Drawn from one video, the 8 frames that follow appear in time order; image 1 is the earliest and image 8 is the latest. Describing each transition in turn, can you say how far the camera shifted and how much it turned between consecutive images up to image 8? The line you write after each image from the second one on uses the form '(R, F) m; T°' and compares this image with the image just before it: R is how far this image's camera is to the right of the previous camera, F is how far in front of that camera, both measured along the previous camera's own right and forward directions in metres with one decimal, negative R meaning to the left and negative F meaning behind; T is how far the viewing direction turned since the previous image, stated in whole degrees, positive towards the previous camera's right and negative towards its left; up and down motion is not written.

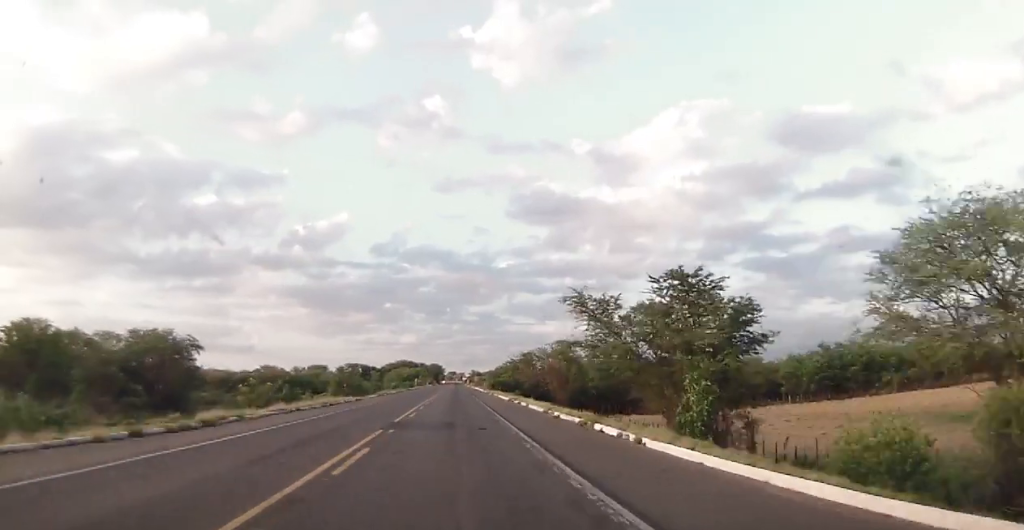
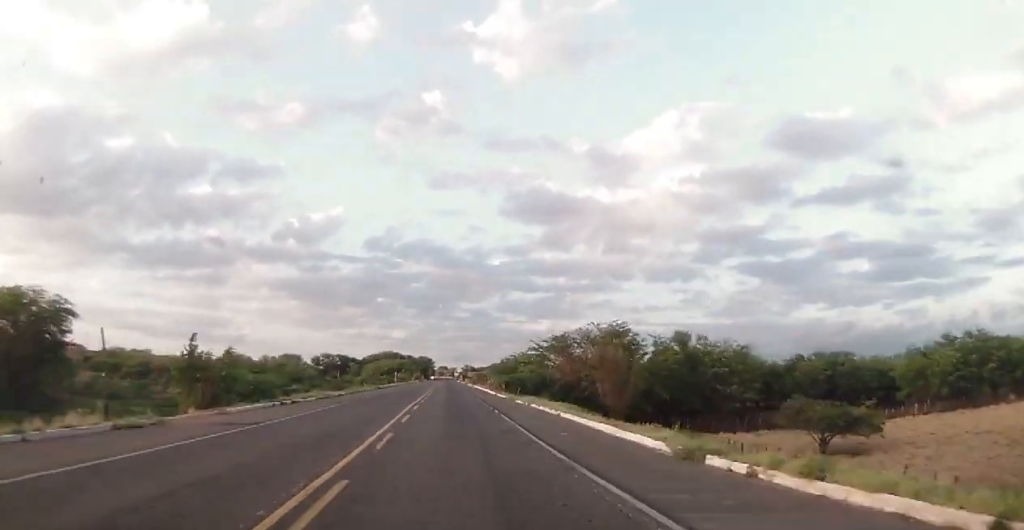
(+0.7, +43.1) m; +1°
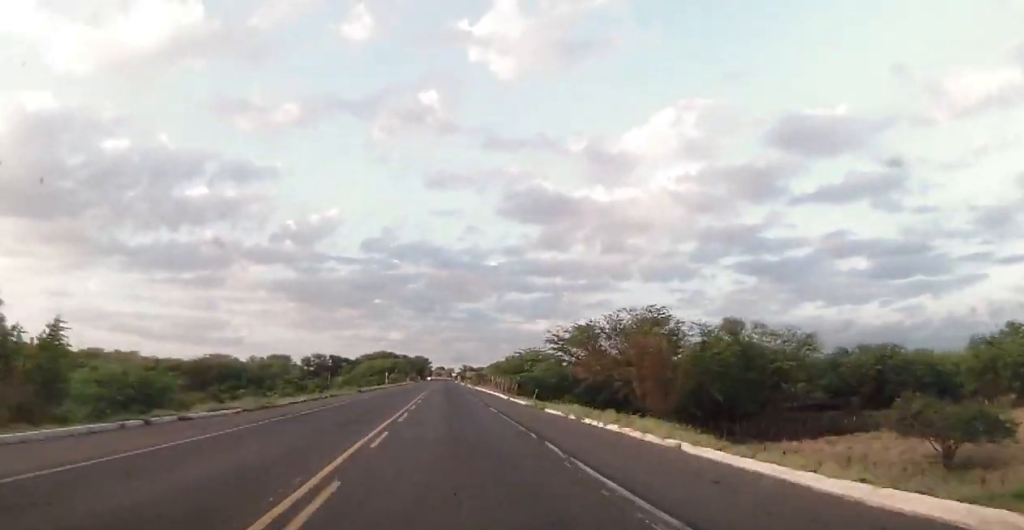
(+0.1, +15.2) m; 0°
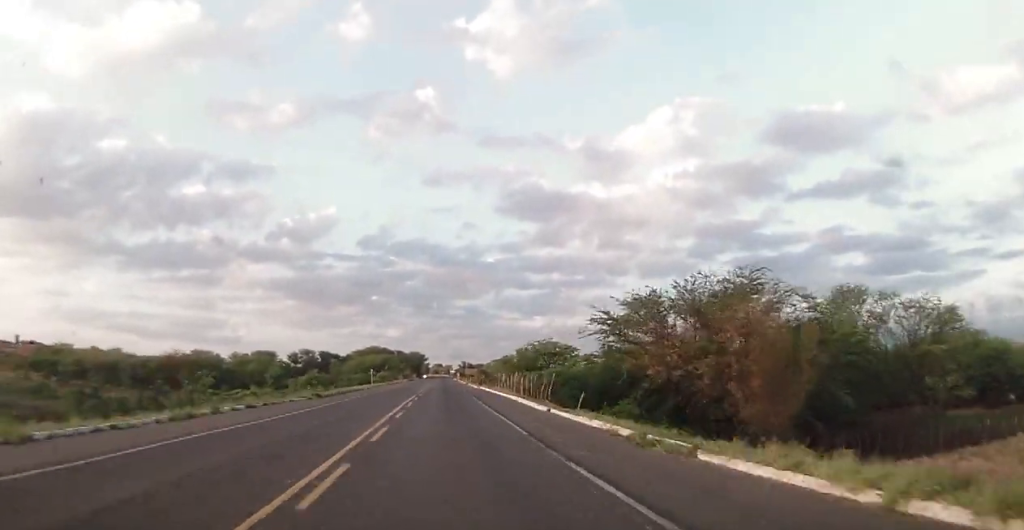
(-0.1, +19.9) m; 0°
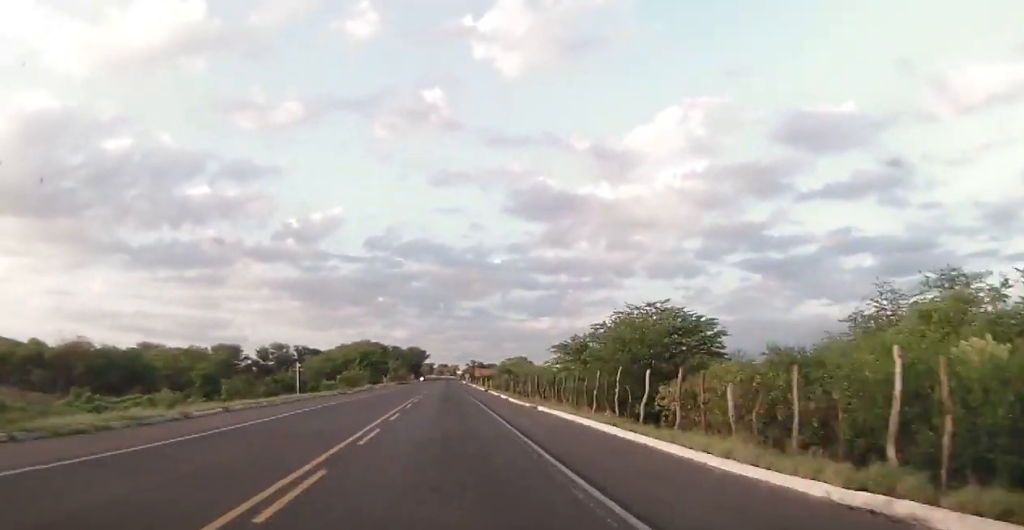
(+0.6, +47.5) m; +2°
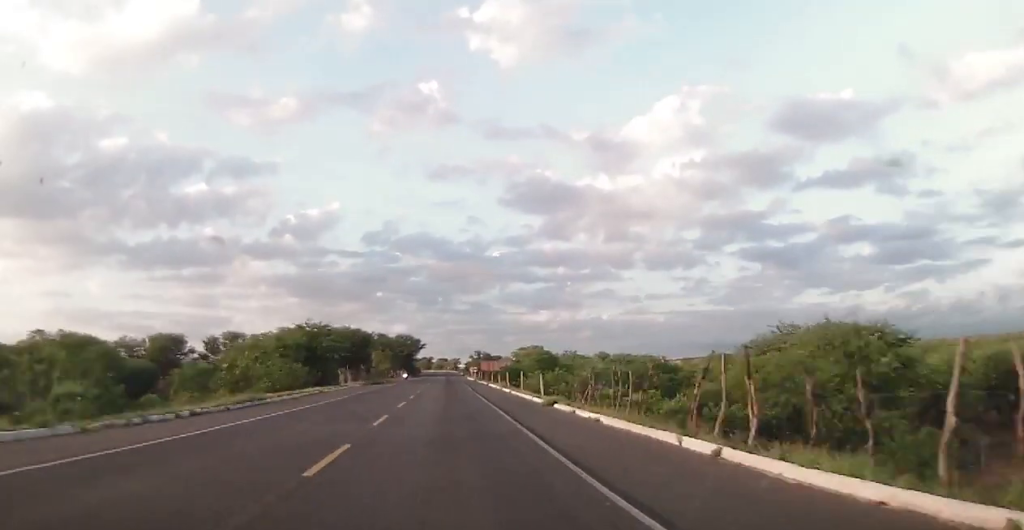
(-0.2, +40.2) m; -1°
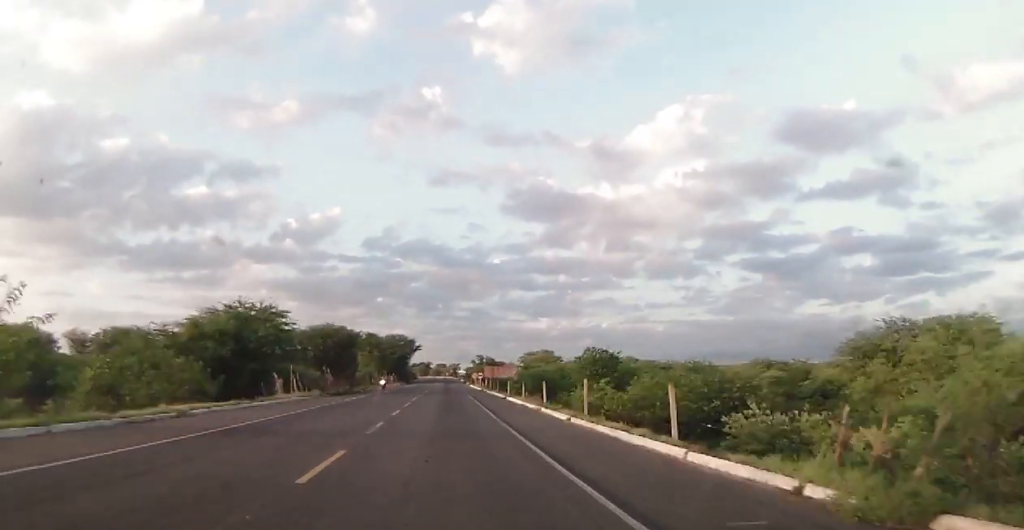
(-0.1, +22.5) m; -1°
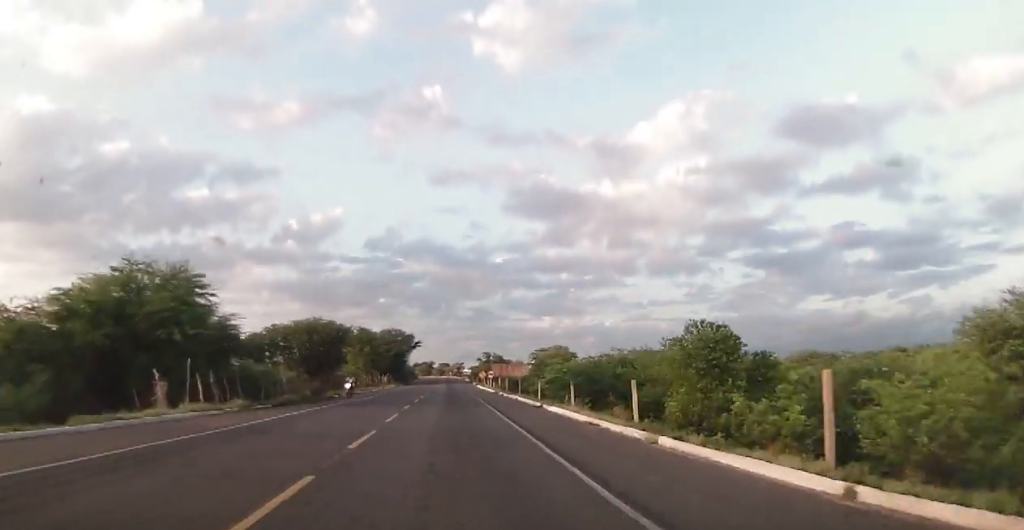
(0.0, +18.1) m; 0°
